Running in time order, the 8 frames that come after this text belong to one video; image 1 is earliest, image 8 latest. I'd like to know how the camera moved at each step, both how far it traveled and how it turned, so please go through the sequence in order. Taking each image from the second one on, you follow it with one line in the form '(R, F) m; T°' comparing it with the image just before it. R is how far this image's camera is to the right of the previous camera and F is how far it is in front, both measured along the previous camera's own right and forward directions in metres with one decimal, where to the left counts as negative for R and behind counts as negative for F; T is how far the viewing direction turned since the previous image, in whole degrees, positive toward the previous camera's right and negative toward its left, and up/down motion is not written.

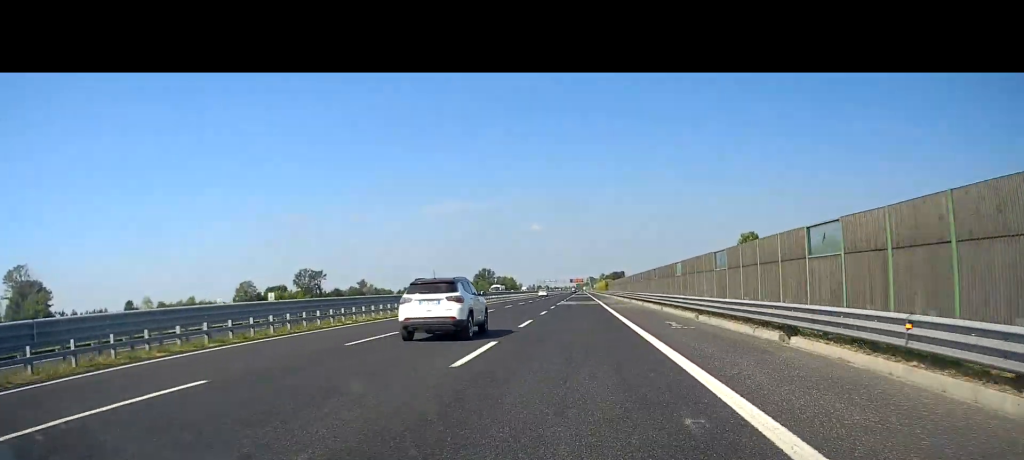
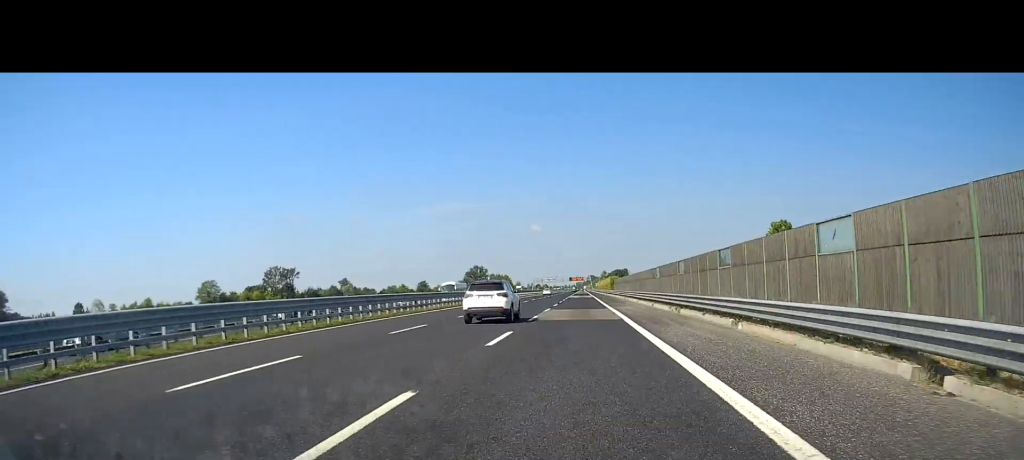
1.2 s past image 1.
(+0.1, +31.0) m; 0°
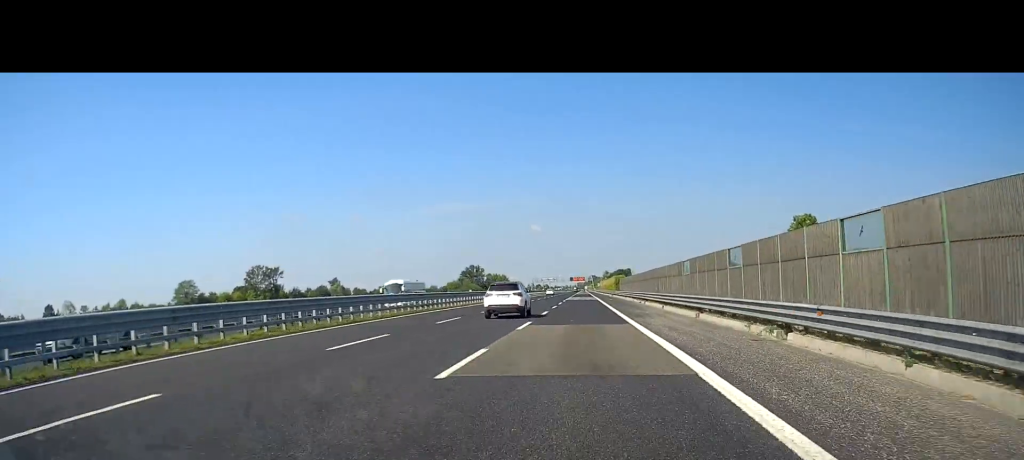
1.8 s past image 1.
(0.0, +16.9) m; 0°
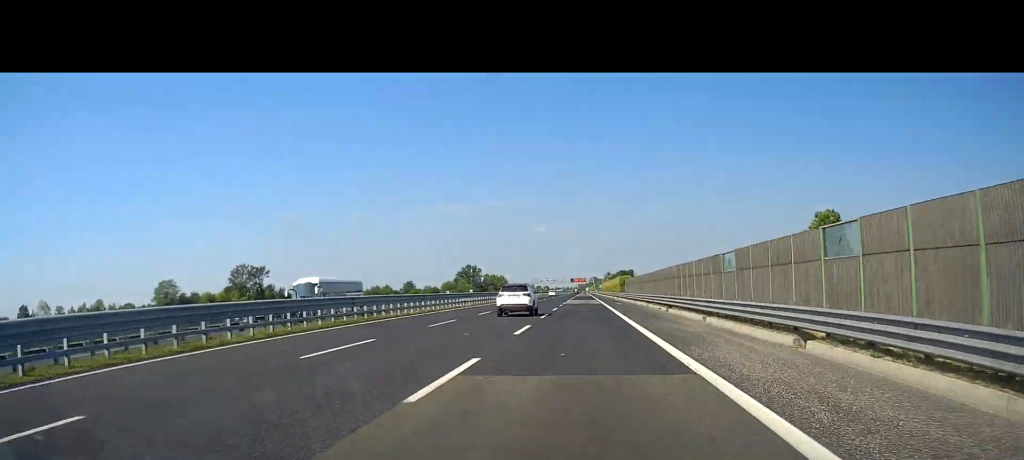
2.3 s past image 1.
(0.0, +13.3) m; 0°
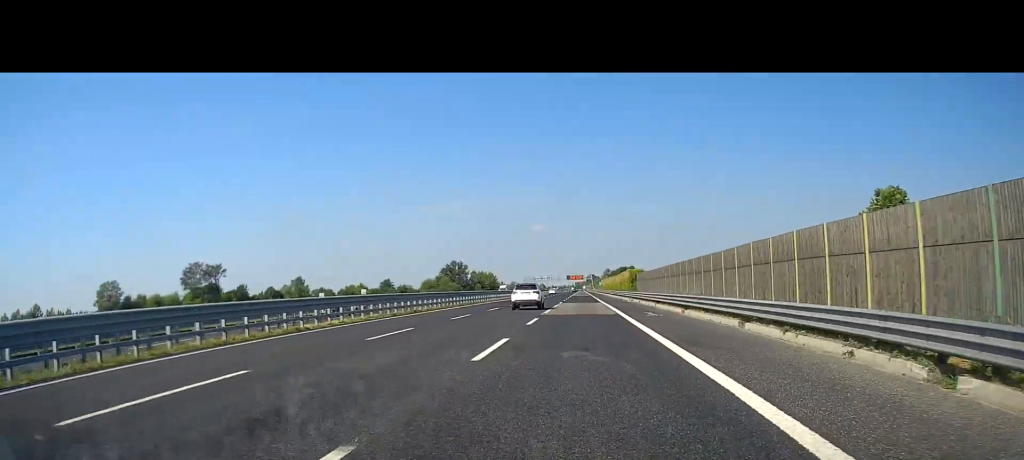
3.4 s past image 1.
(0.0, +30.1) m; +1°
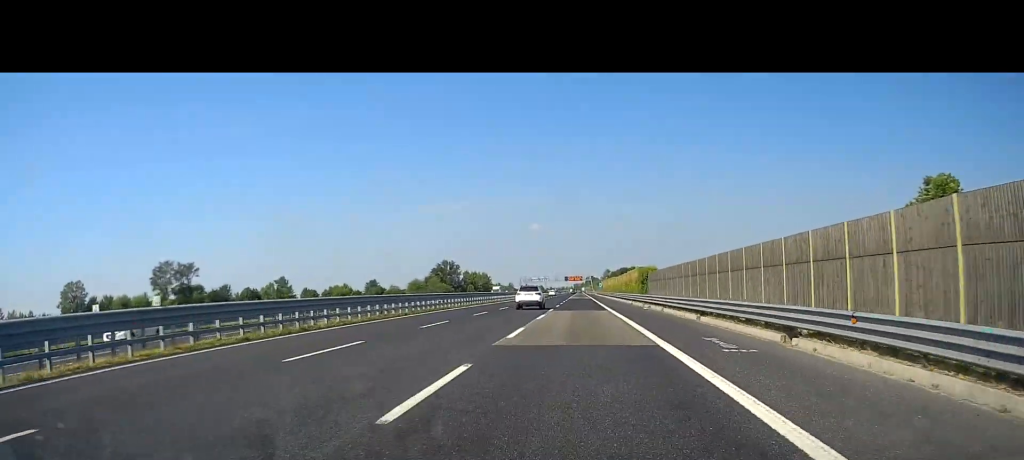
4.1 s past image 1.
(+0.3, +16.7) m; 0°
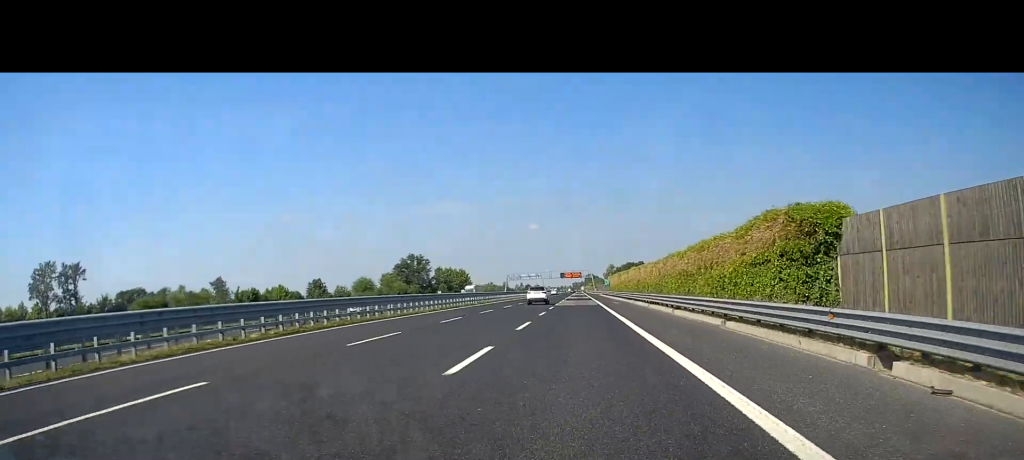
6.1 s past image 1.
(-0.2, +53.6) m; 0°
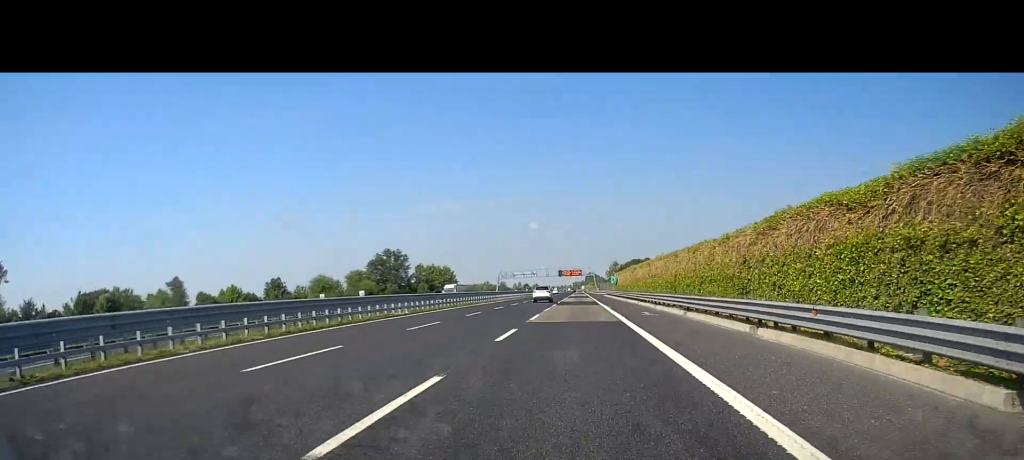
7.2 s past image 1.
(-0.2, +28.0) m; -1°
